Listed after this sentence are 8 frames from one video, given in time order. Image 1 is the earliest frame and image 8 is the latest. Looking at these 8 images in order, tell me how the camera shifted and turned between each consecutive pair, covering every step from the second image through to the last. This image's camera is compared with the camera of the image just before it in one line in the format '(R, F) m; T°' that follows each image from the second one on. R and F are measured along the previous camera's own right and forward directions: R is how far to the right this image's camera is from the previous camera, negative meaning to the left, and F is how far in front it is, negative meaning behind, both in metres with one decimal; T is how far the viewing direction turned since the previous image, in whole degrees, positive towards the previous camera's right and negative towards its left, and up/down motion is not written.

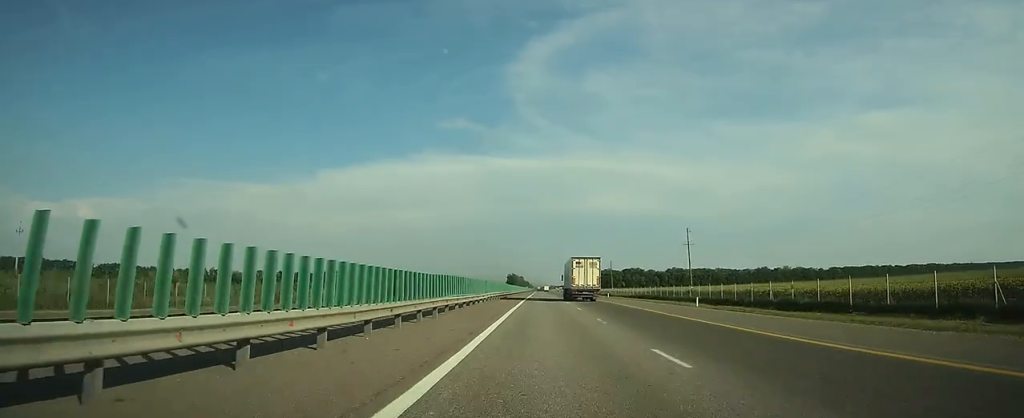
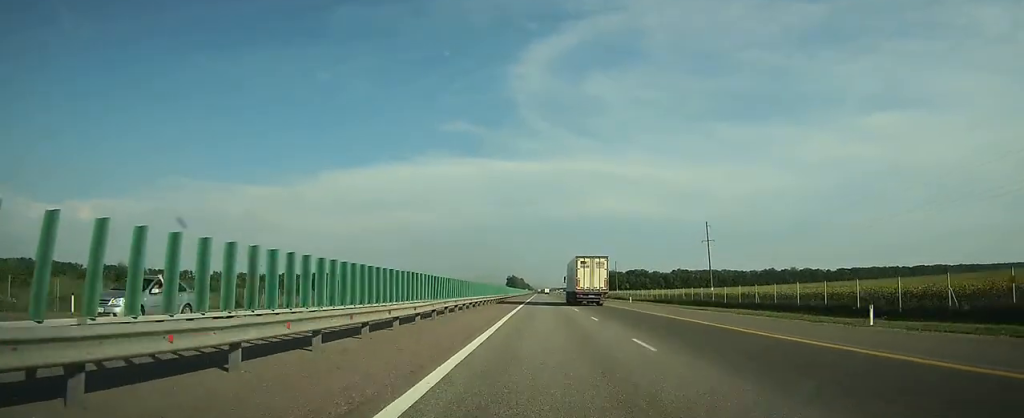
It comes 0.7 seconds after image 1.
(0.0, +21.1) m; 0°
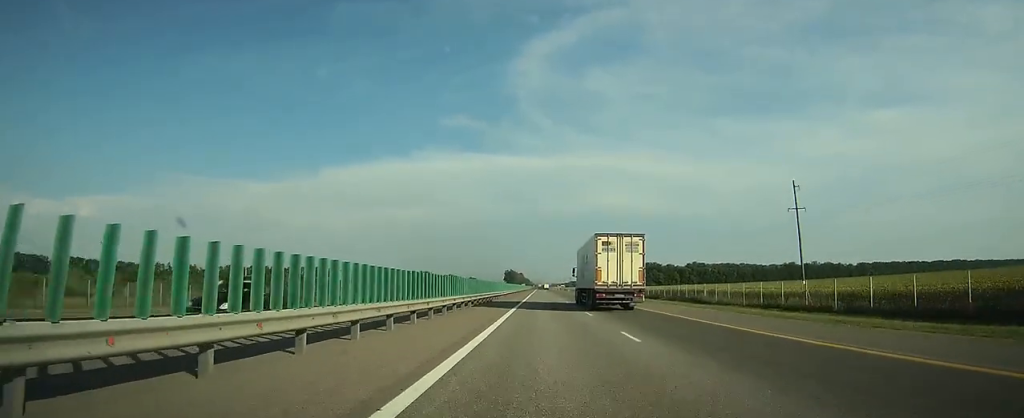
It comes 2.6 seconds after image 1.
(-0.2, +57.3) m; 0°
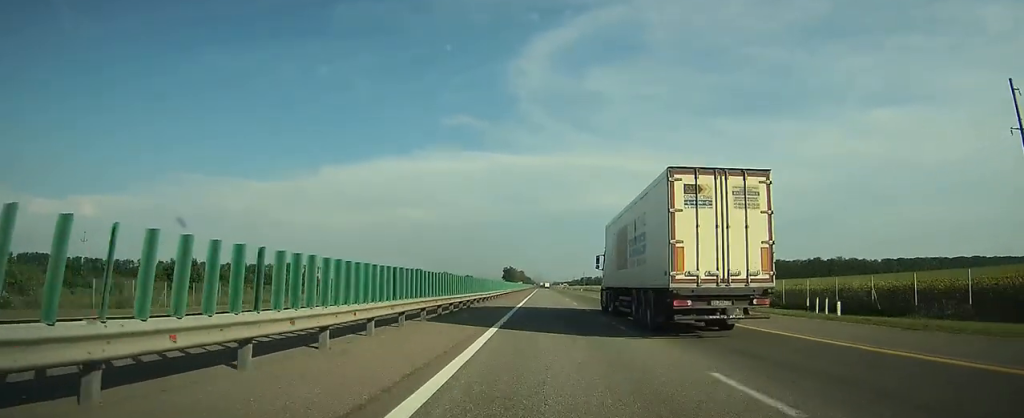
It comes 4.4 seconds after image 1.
(0.0, +55.7) m; 0°
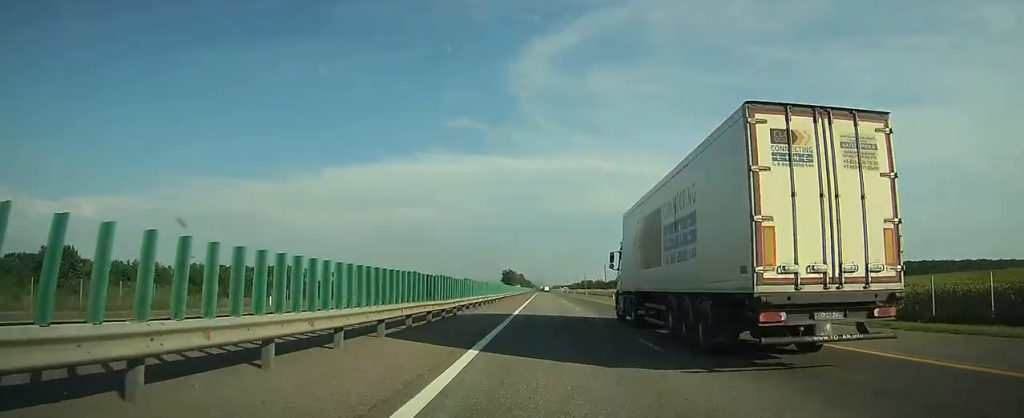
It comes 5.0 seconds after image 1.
(0.0, +17.3) m; 0°
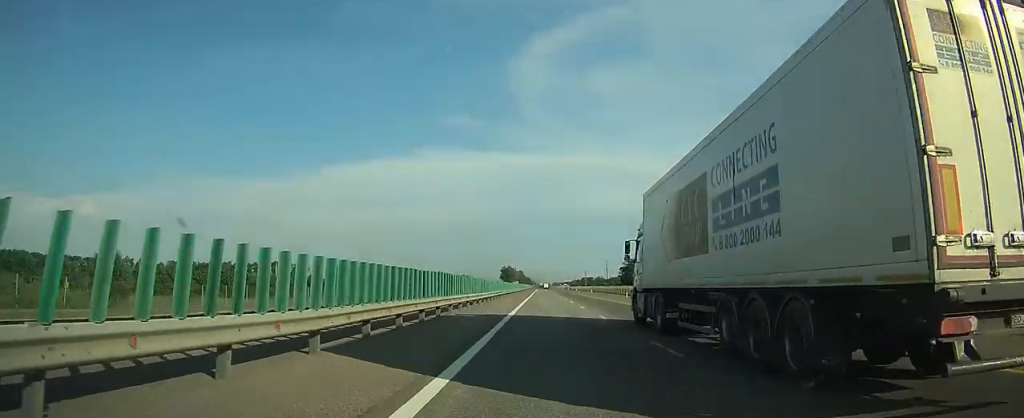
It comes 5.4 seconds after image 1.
(0.0, +13.3) m; 0°
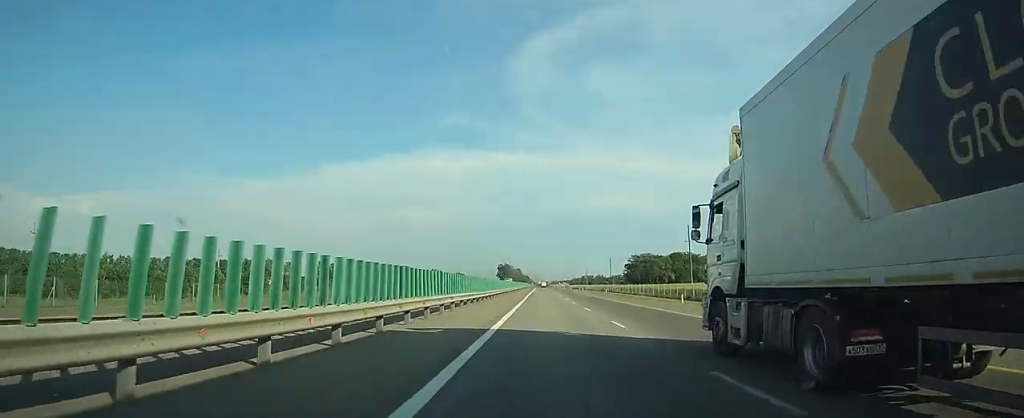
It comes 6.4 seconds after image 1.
(0.0, +28.7) m; 0°
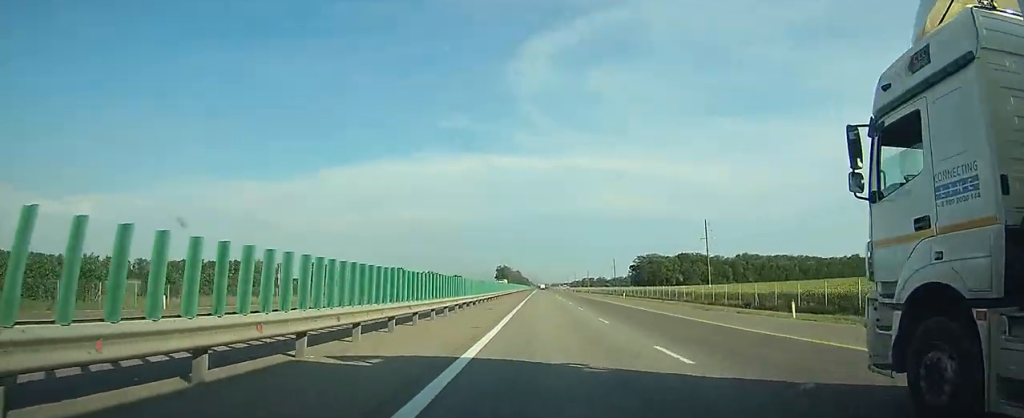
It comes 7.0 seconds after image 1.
(0.0, +19.5) m; 0°
